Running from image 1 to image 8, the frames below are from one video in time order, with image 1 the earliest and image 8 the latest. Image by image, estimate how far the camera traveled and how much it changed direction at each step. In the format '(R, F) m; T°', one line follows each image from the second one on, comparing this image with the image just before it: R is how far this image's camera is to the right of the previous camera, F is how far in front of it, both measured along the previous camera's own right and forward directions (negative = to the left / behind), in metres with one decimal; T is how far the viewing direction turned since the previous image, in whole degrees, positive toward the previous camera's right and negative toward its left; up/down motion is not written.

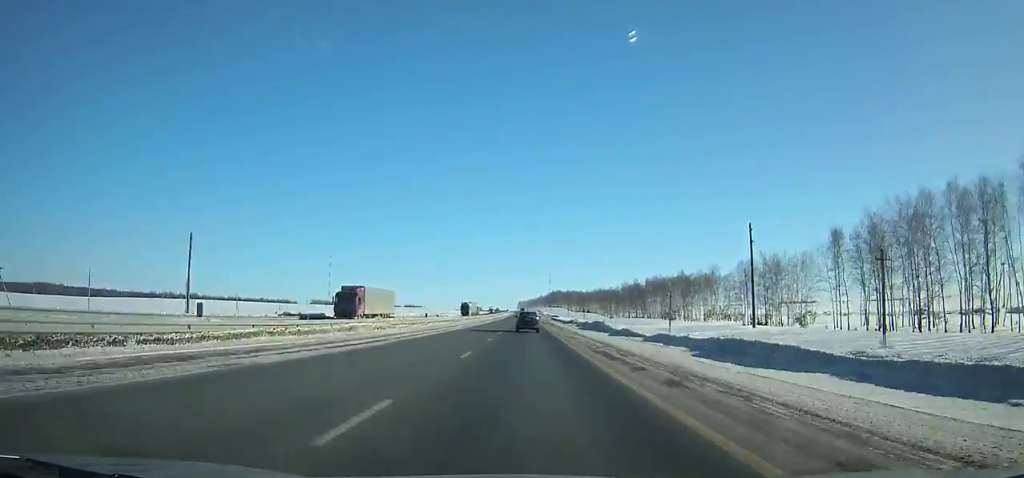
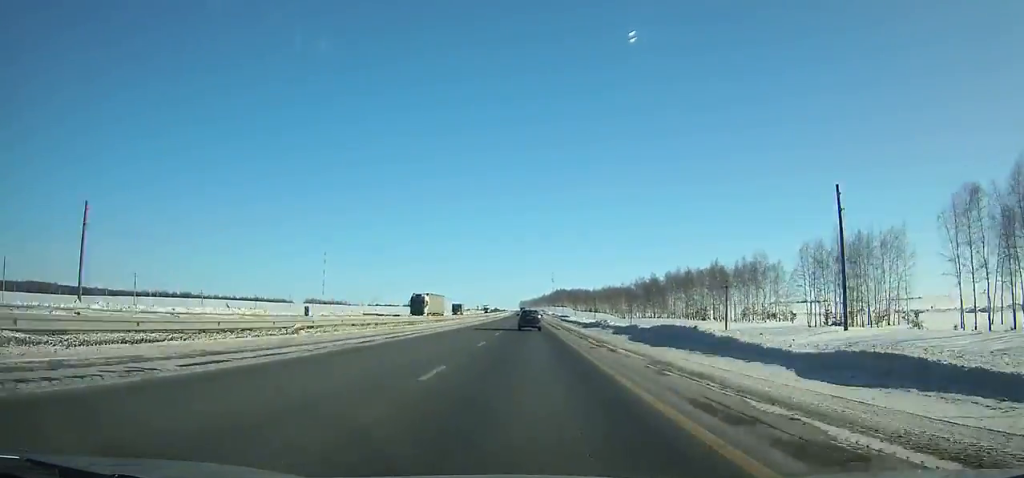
(-0.1, +30.6) m; 0°
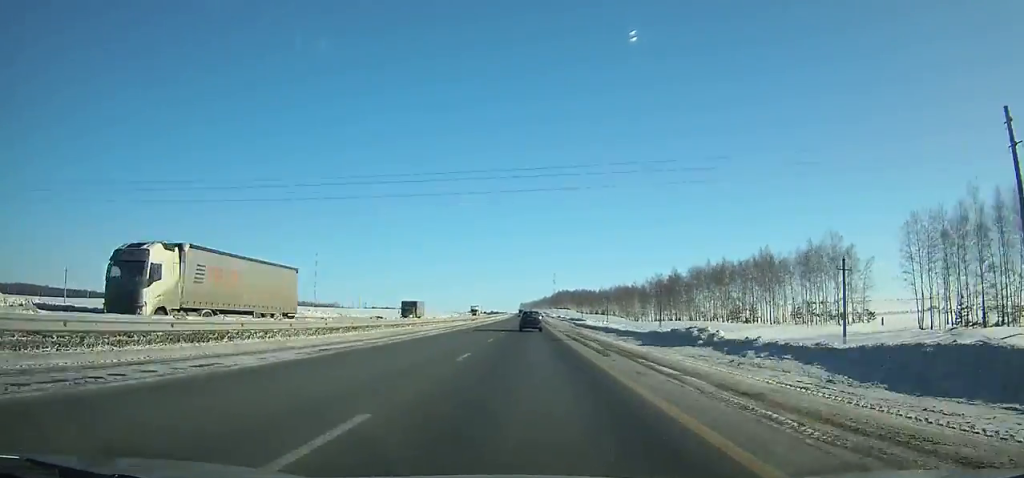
(-0.1, +30.5) m; 0°
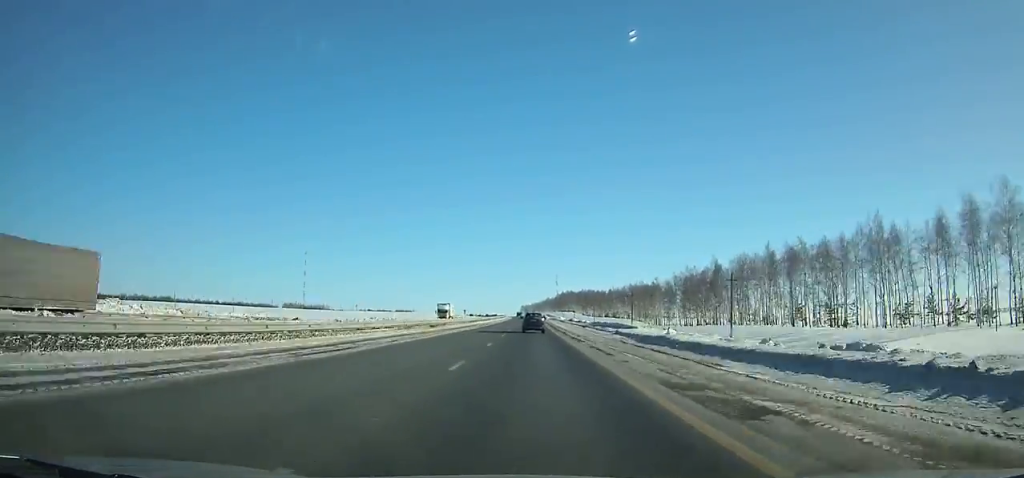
(-0.1, +37.5) m; 0°
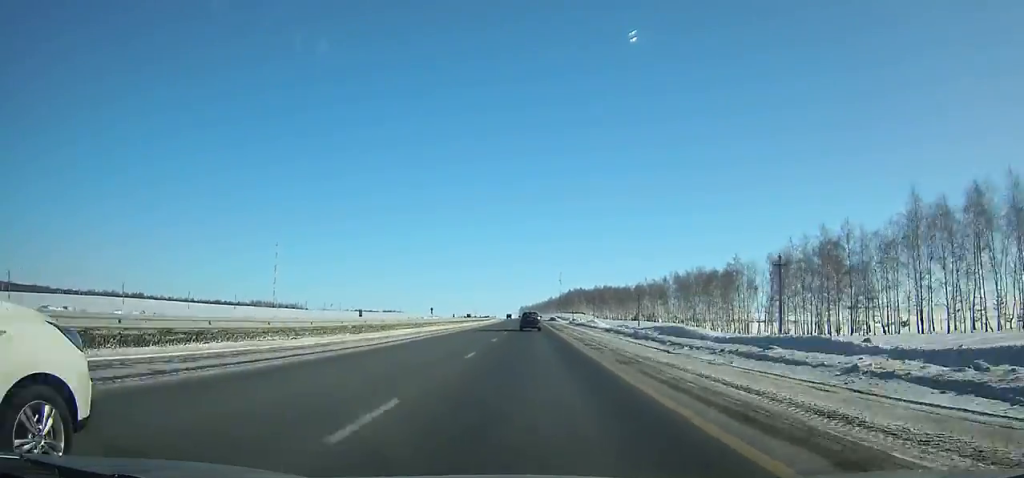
(0.0, +79.6) m; 0°
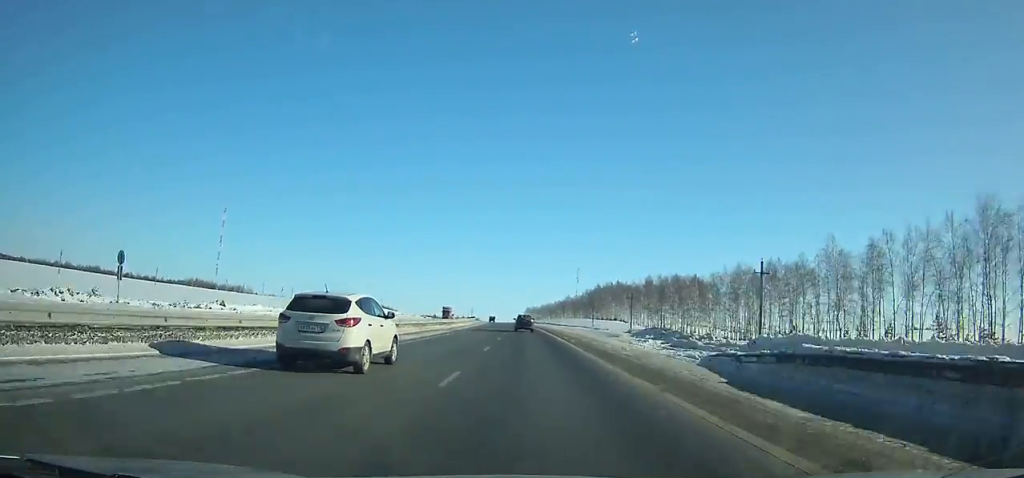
(+0.2, +125.5) m; -1°
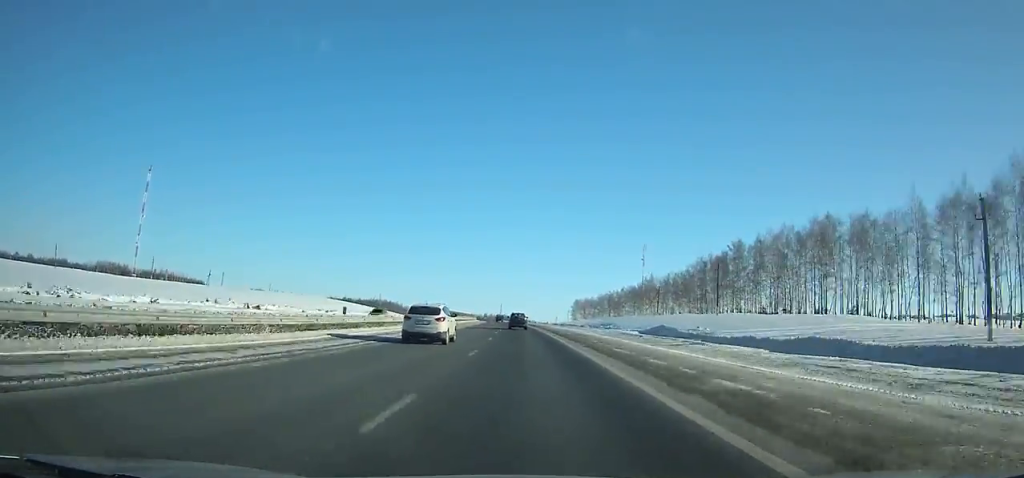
(-4.3, +147.0) m; -4°
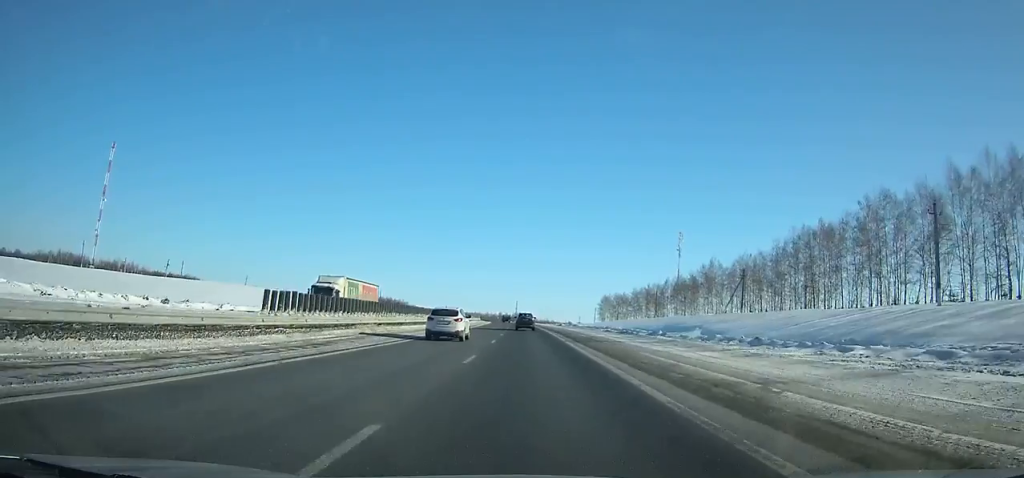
(-0.8, +48.3) m; -1°
